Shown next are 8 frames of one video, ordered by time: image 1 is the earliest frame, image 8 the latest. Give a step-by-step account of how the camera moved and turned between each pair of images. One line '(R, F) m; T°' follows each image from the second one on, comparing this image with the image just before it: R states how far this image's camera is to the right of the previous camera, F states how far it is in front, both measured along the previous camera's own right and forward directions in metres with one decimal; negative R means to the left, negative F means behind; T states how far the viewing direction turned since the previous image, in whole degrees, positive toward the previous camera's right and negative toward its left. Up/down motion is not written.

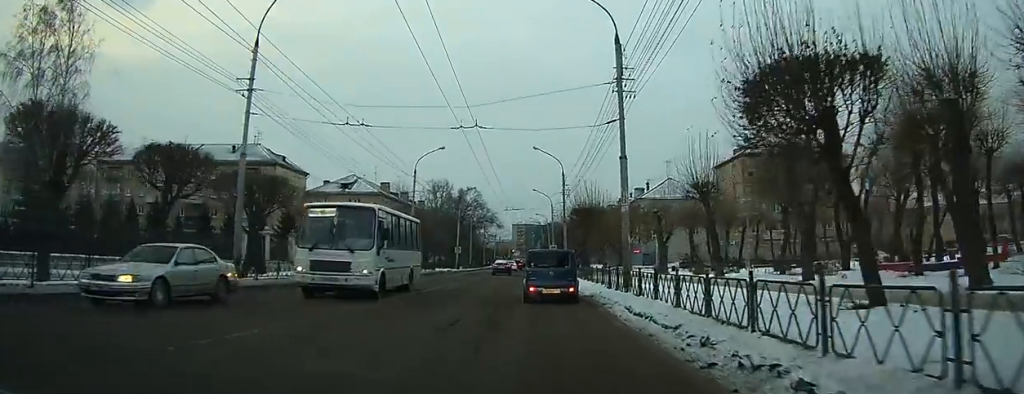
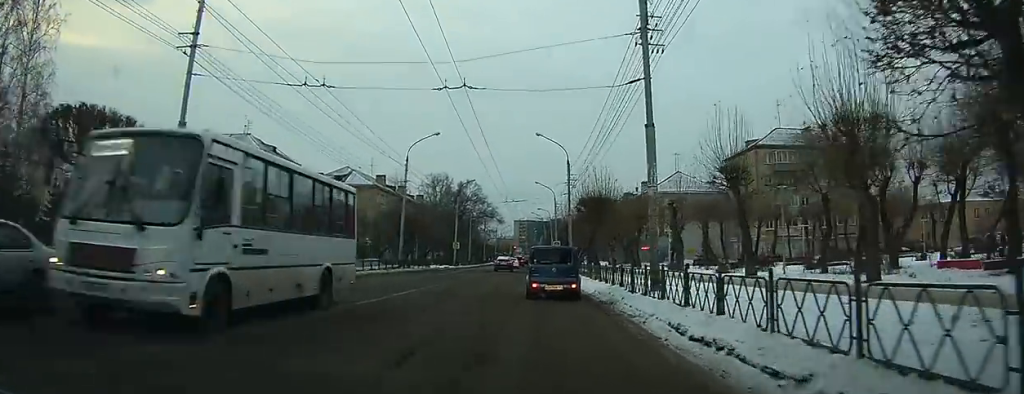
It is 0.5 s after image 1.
(0.0, +4.2) m; 0°
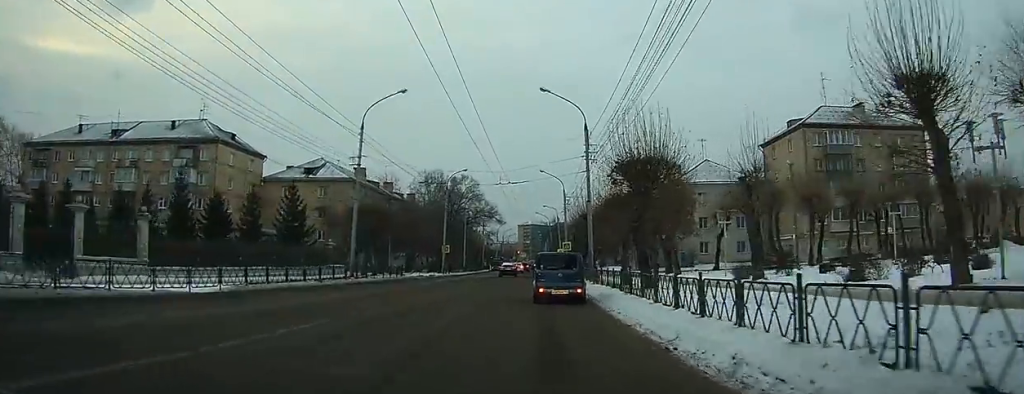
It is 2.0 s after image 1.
(0.0, +14.2) m; 0°
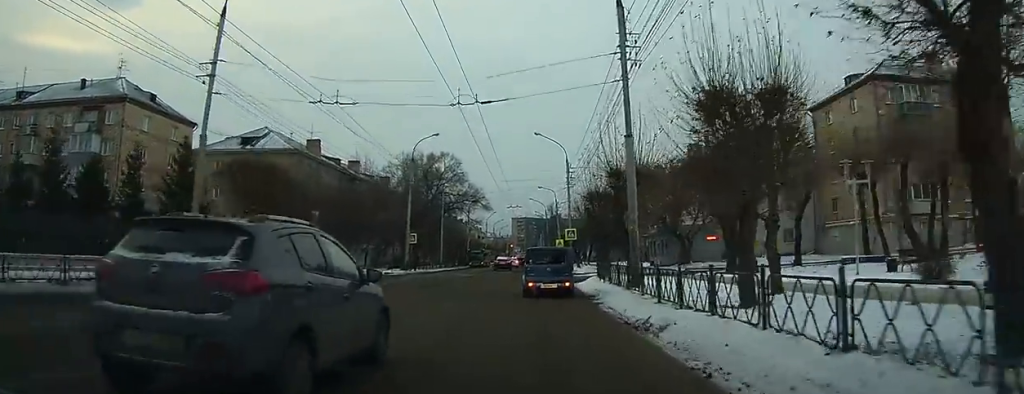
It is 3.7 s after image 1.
(-0.2, +20.2) m; -1°
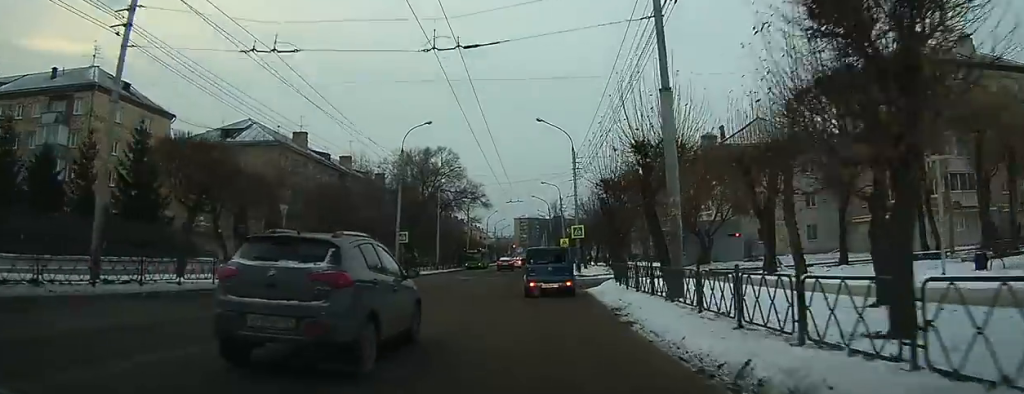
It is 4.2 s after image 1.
(0.0, +5.5) m; 0°
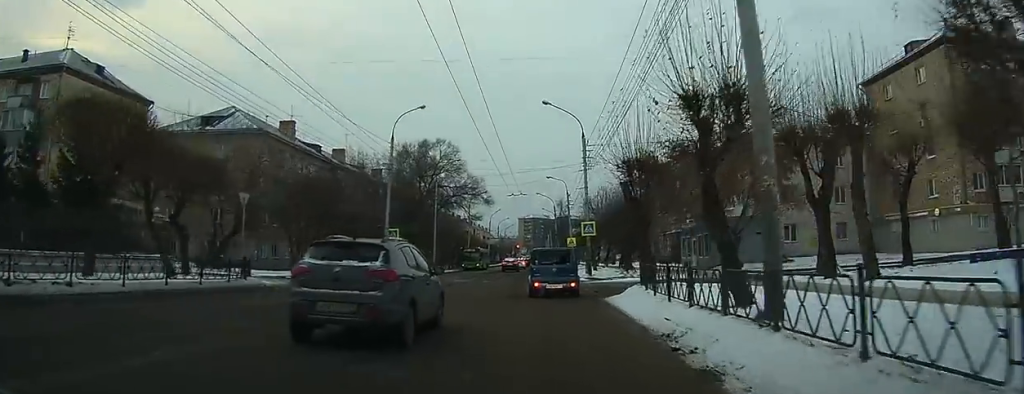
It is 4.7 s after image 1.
(0.0, +5.2) m; 0°
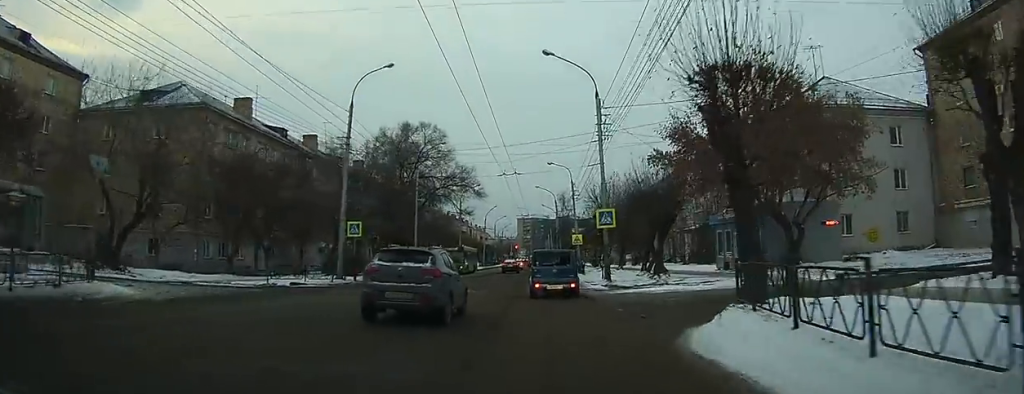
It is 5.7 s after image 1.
(-0.1, +9.1) m; 0°
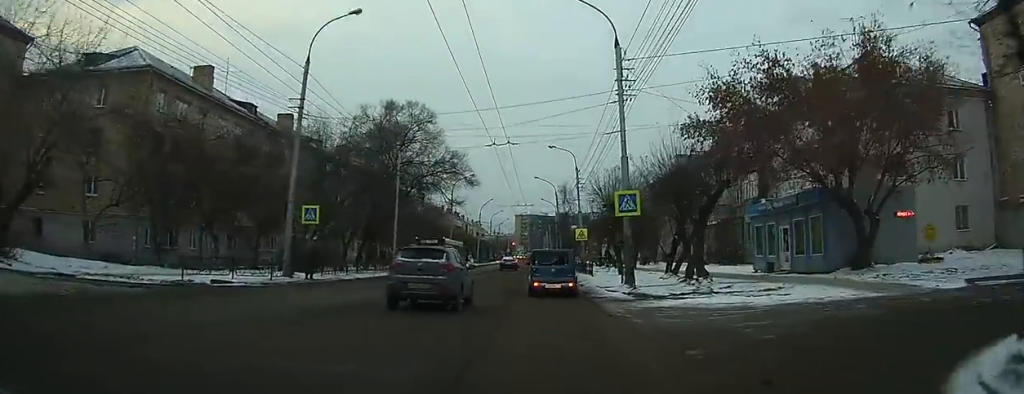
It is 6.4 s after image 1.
(0.0, +6.6) m; 0°
